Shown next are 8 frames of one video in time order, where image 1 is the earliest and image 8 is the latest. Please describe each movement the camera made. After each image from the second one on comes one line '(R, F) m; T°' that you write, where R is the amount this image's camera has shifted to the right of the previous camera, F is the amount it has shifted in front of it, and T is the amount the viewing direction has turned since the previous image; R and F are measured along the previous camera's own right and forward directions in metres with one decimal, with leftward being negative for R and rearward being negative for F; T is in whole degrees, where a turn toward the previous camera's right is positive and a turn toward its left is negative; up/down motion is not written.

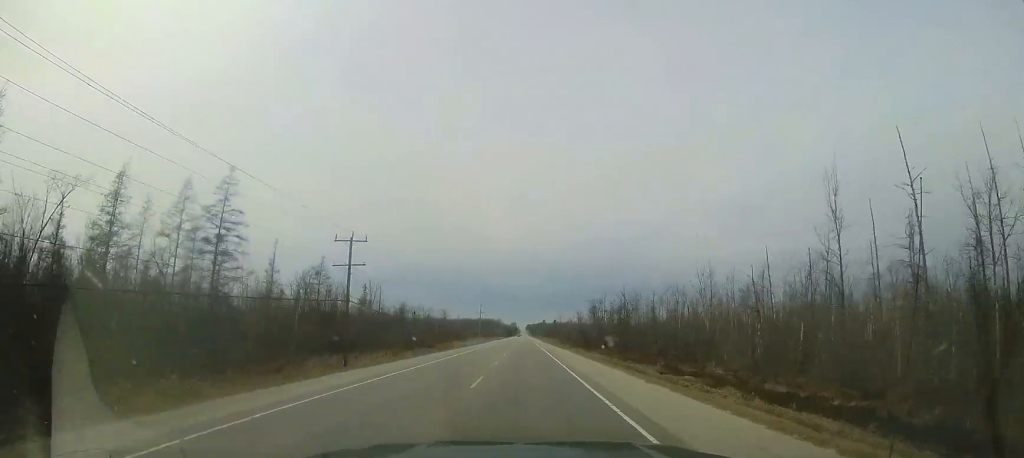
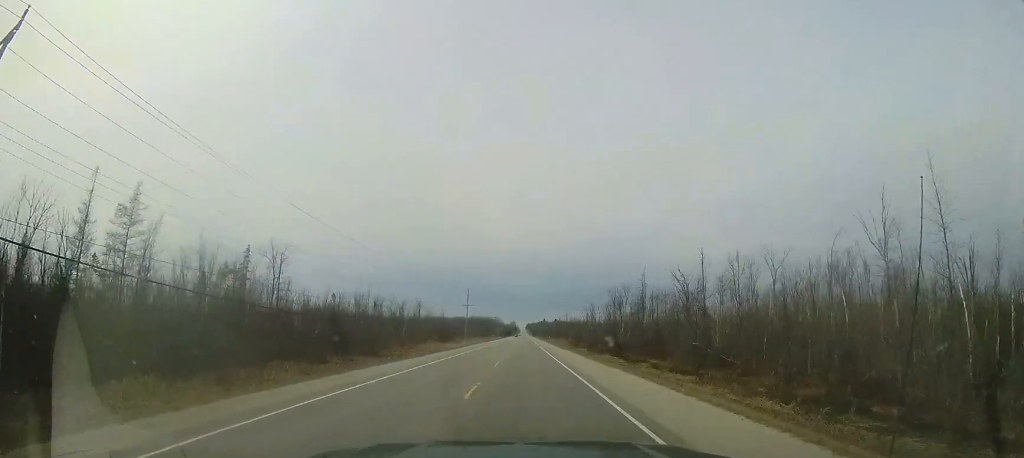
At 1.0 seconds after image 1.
(+0.4, +28.5) m; 0°
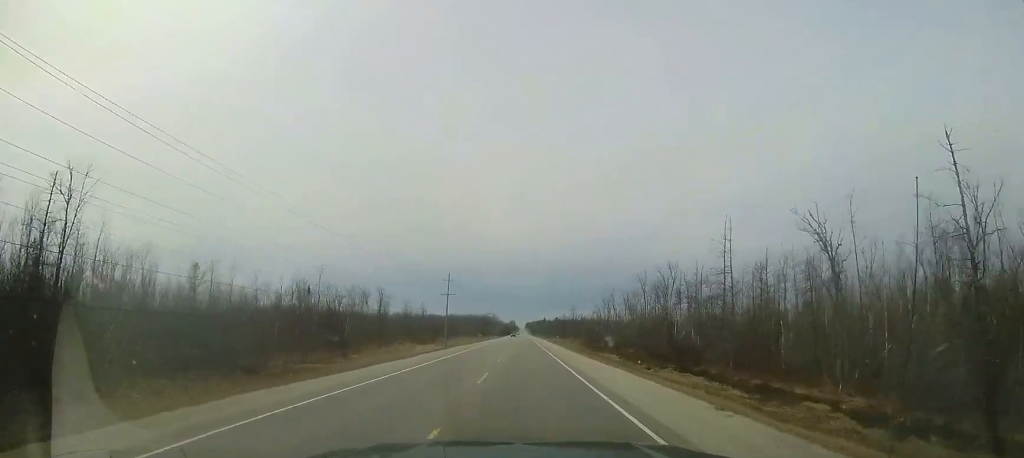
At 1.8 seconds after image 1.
(-0.4, +24.3) m; -1°
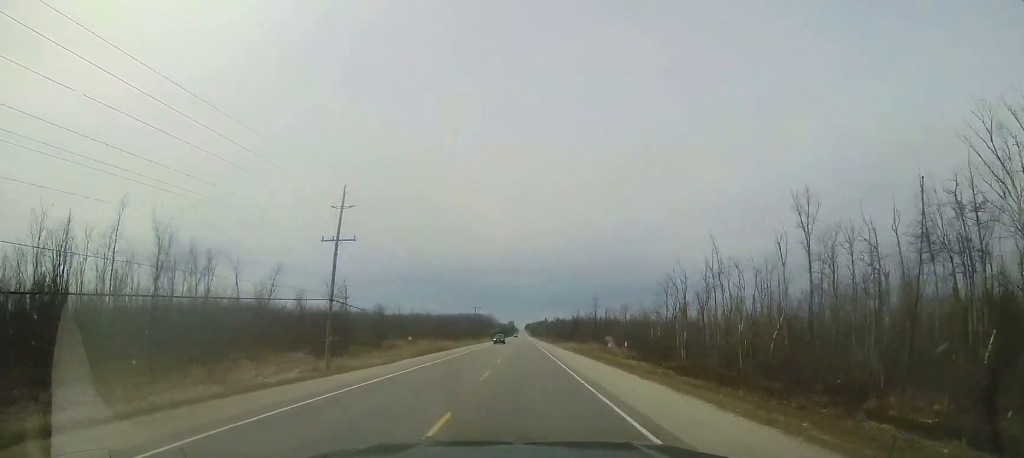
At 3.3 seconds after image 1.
(0.0, +43.5) m; +1°
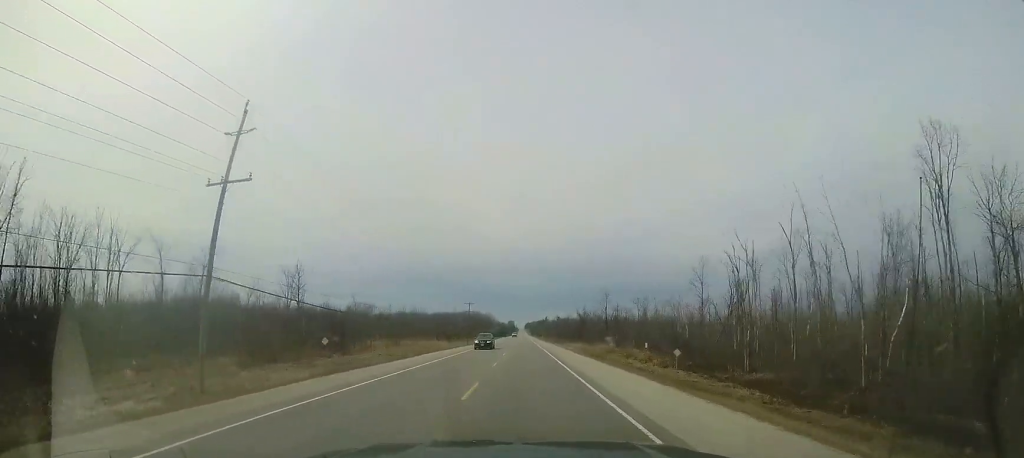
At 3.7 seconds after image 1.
(0.0, +12.6) m; 0°
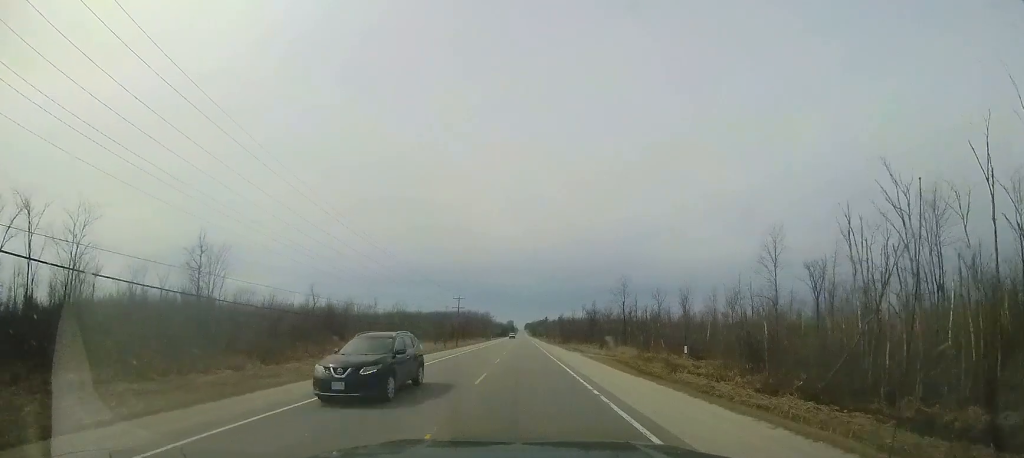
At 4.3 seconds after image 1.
(0.0, +15.5) m; 0°
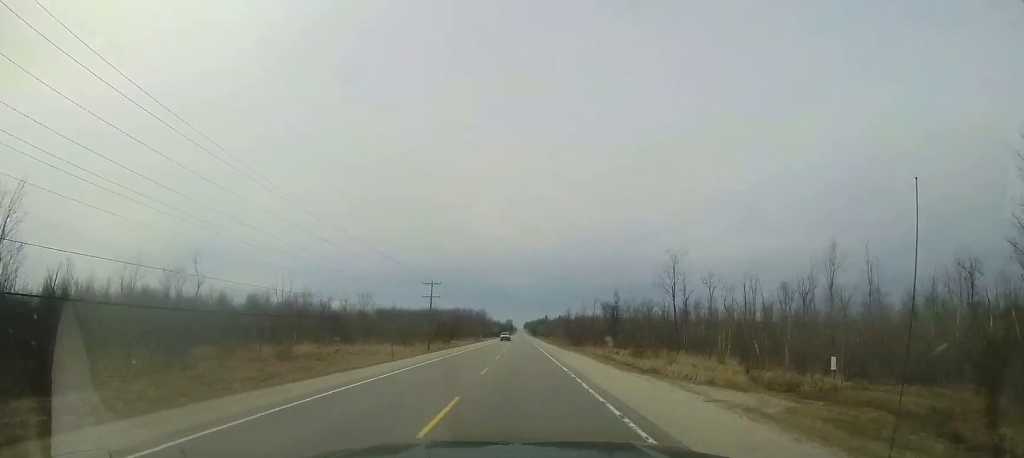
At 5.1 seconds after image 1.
(0.0, +24.1) m; 0°
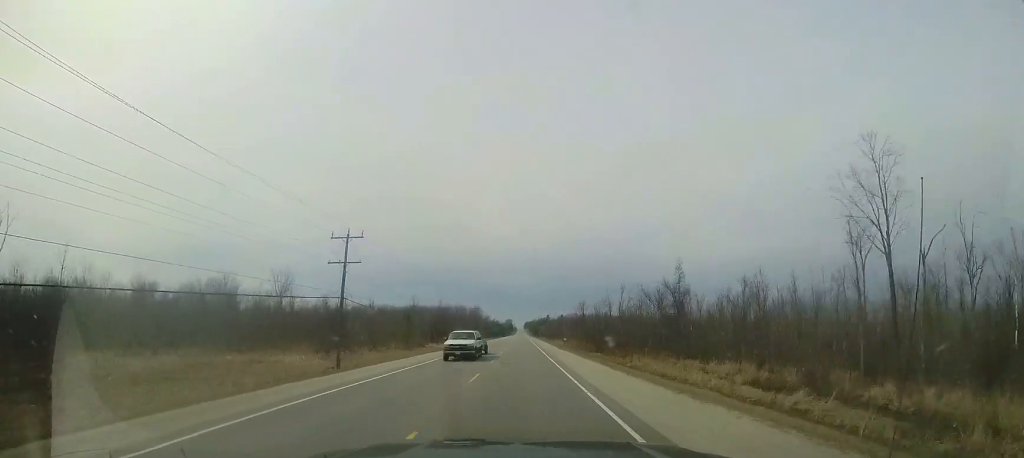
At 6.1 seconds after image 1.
(+0.2, +29.8) m; 0°
